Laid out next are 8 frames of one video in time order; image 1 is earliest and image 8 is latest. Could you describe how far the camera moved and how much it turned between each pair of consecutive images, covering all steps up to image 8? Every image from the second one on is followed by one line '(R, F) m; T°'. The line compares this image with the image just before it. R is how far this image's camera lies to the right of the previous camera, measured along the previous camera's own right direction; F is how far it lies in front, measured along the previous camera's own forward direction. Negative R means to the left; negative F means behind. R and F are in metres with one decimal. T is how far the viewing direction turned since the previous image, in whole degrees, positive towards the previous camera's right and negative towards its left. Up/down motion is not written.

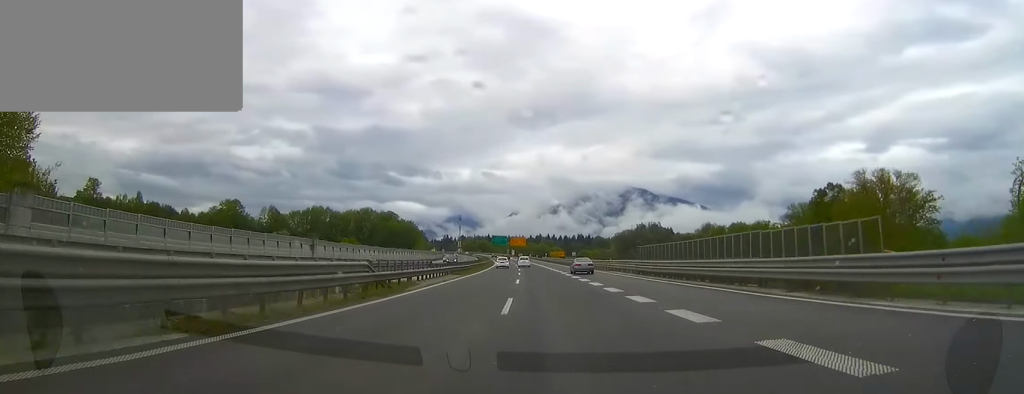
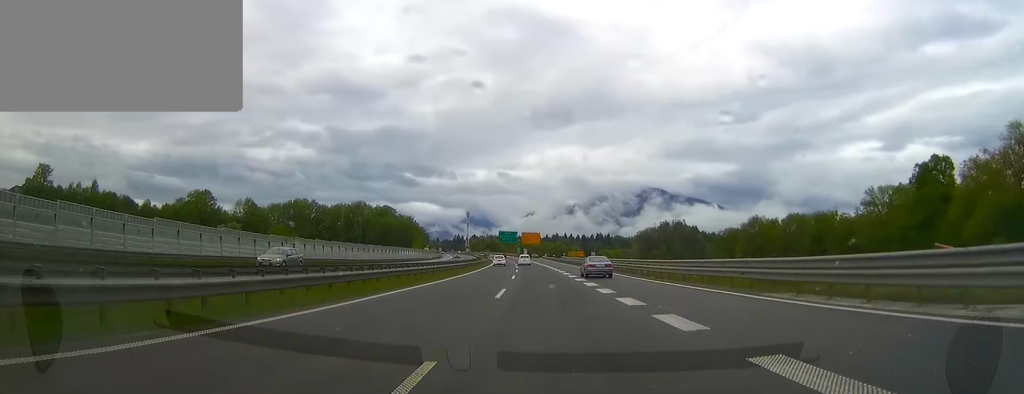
(-0.7, +47.9) m; -2°
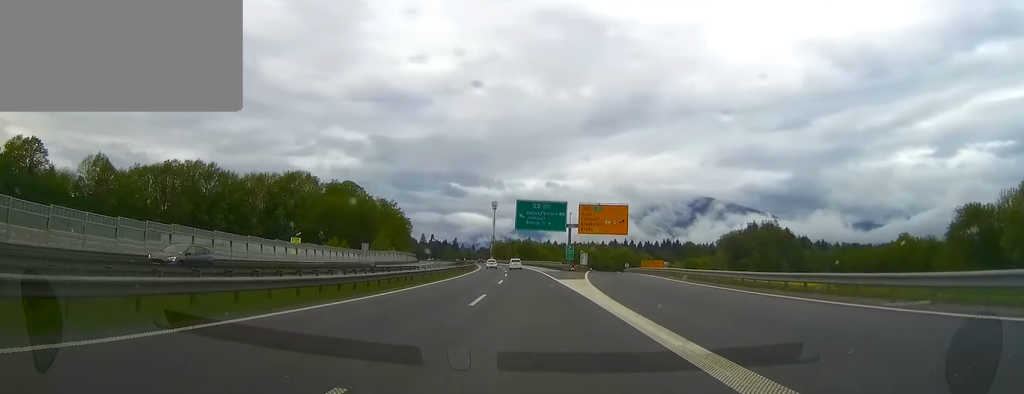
(-6.3, +143.8) m; -6°
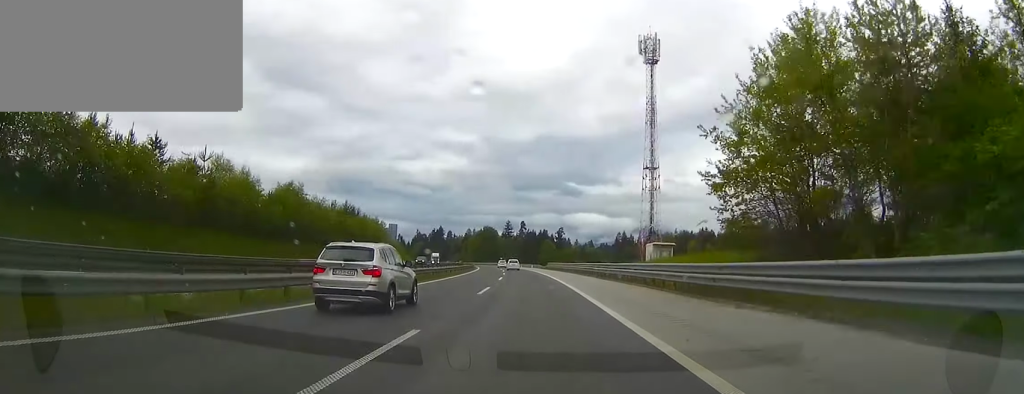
(-23.3, +225.6) m; -12°
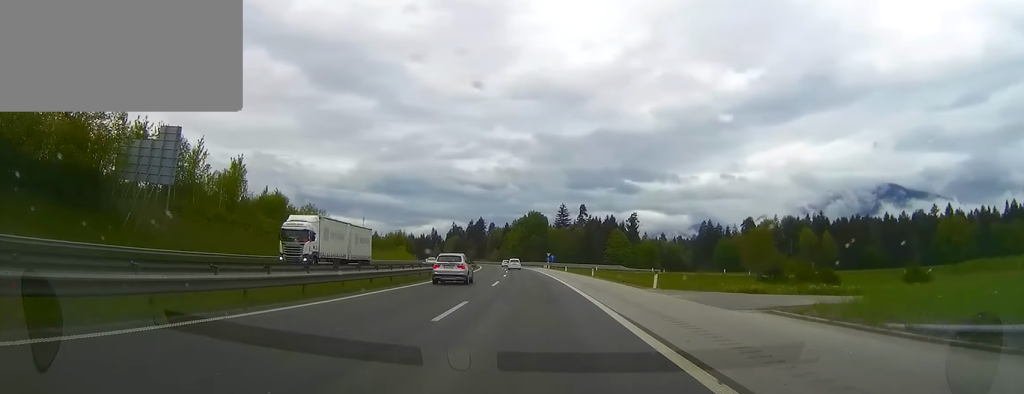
(-4.2, +99.1) m; -5°
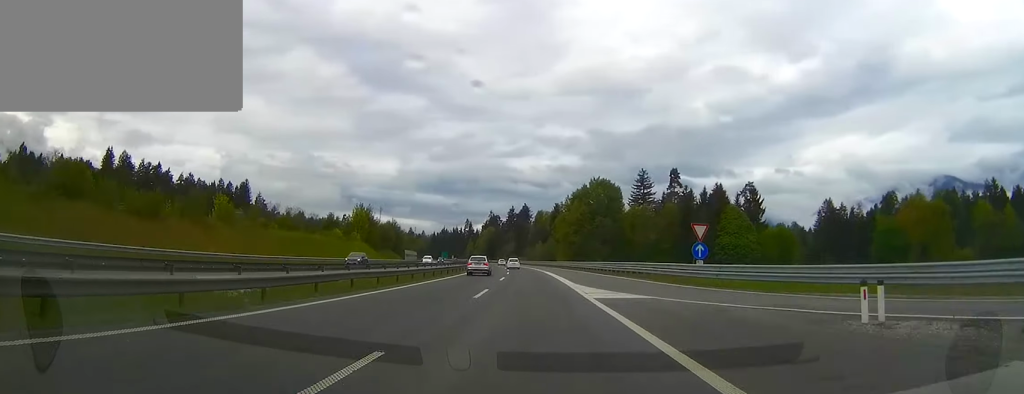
(-4.5, +99.4) m; -5°
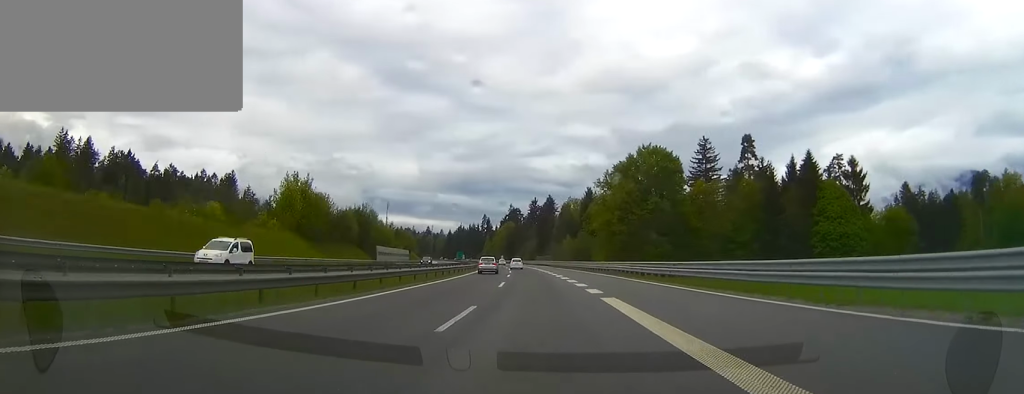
(-0.4, +45.0) m; -2°
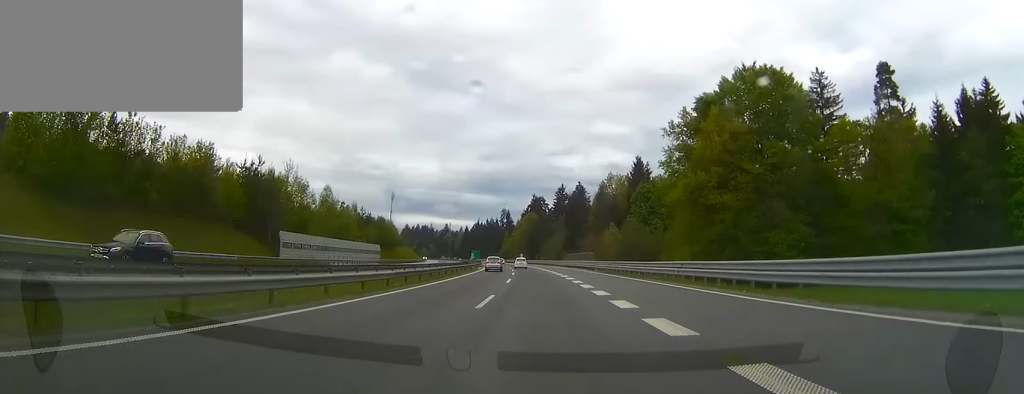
(-1.3, +48.2) m; -2°
